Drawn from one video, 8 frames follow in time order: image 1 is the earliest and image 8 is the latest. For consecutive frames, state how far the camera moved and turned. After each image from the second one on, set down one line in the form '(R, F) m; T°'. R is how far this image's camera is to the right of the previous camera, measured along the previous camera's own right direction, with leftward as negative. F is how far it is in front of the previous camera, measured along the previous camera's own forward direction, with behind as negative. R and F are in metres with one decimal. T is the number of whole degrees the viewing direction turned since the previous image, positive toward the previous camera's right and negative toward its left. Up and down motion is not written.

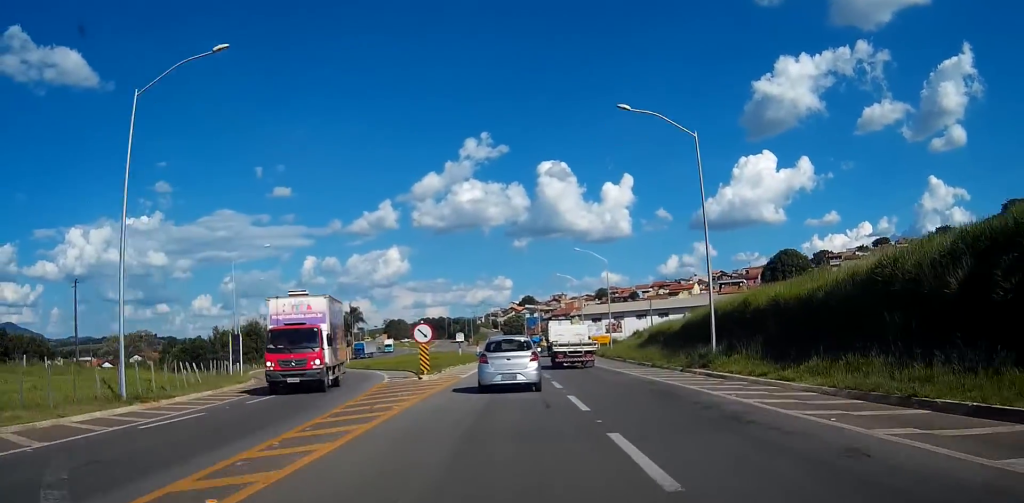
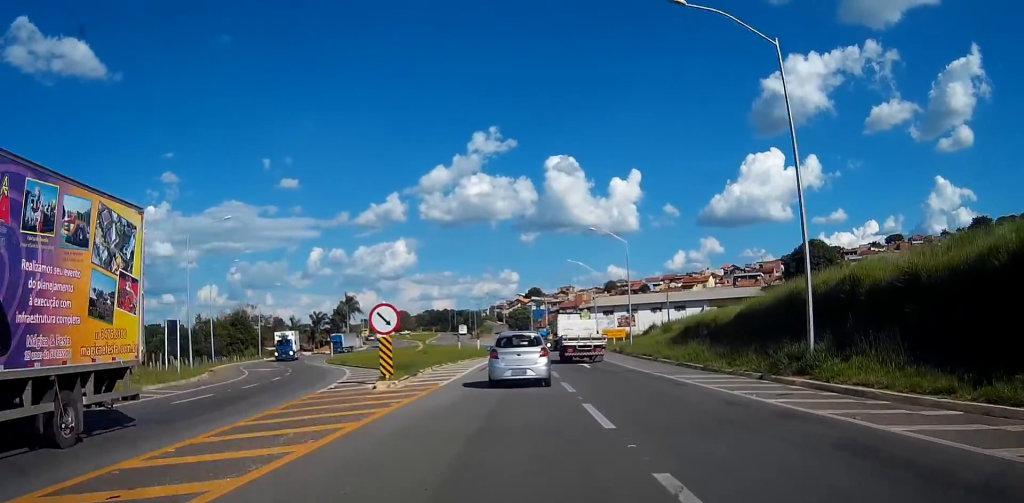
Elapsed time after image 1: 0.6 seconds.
(-0.1, +11.1) m; 0°
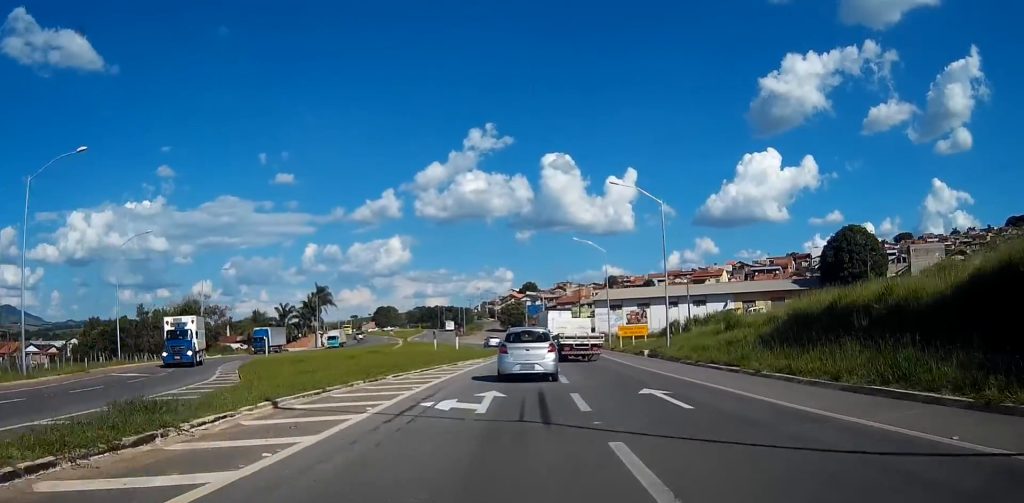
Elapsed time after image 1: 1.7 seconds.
(-0.1, +20.8) m; 0°
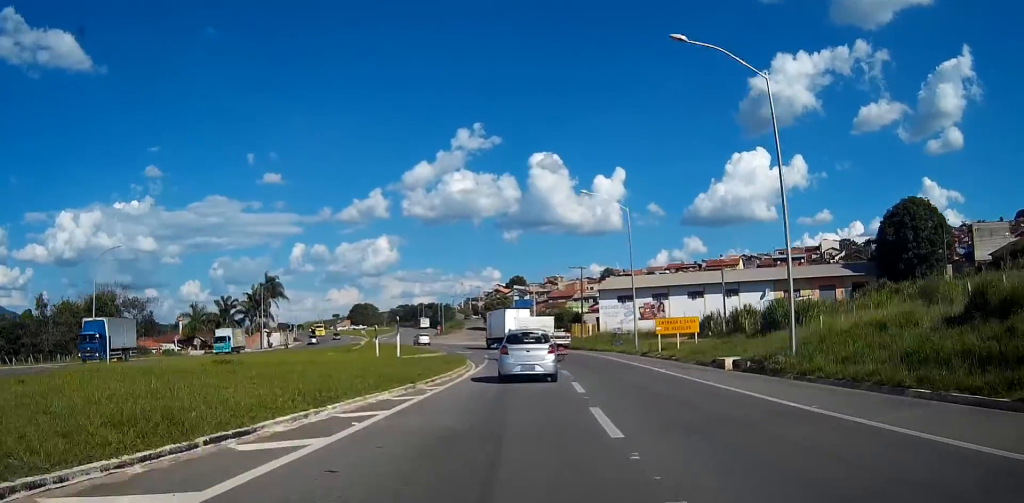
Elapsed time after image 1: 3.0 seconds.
(+0.1, +25.9) m; +1°
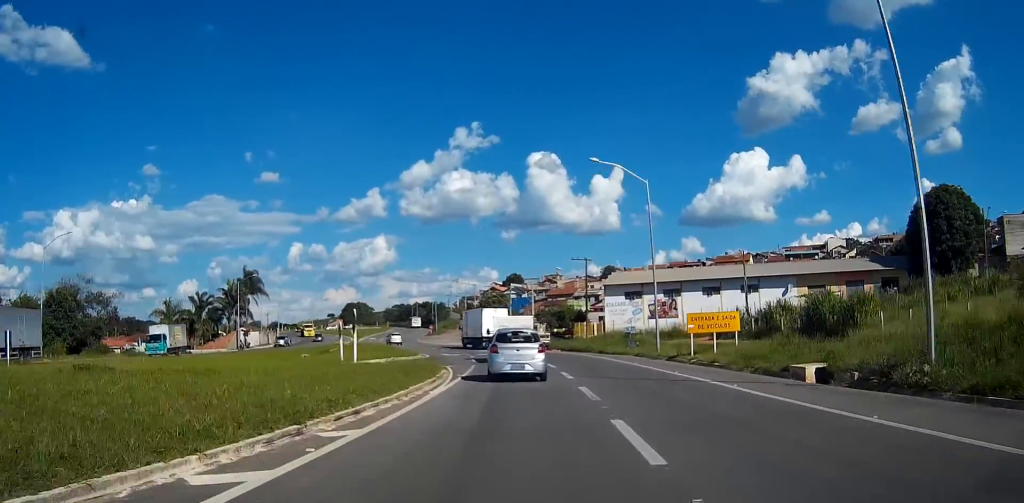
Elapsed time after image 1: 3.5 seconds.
(+0.1, +9.9) m; 0°
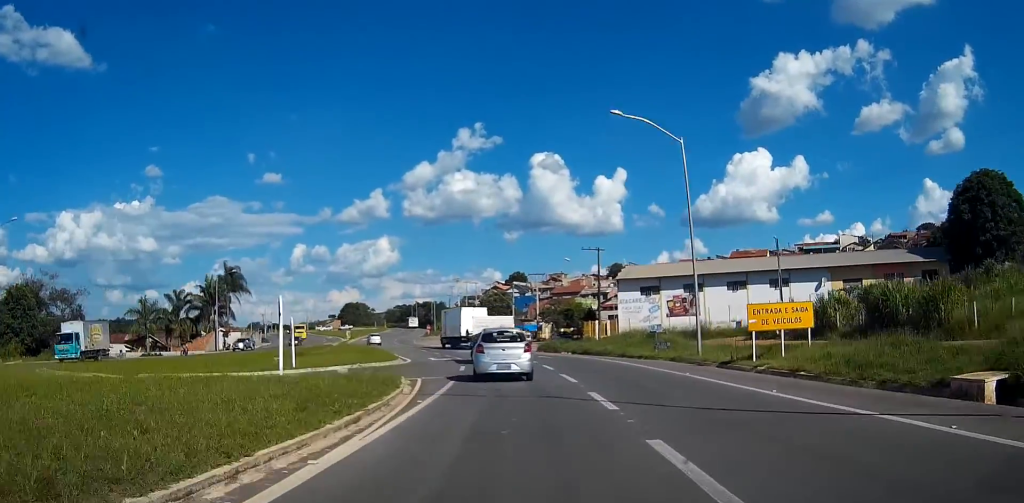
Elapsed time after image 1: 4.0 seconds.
(+0.1, +9.9) m; 0°
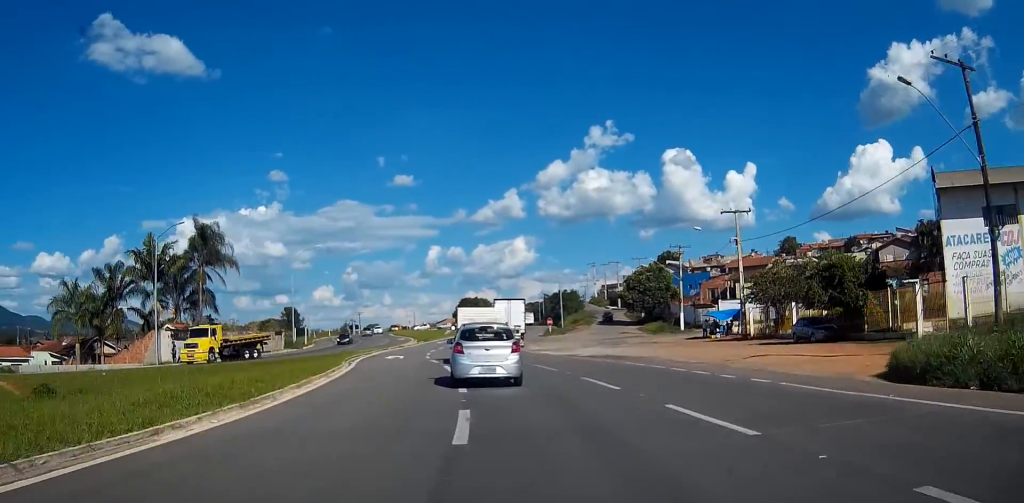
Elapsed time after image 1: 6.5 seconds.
(-3.5, +49.7) m; -9°
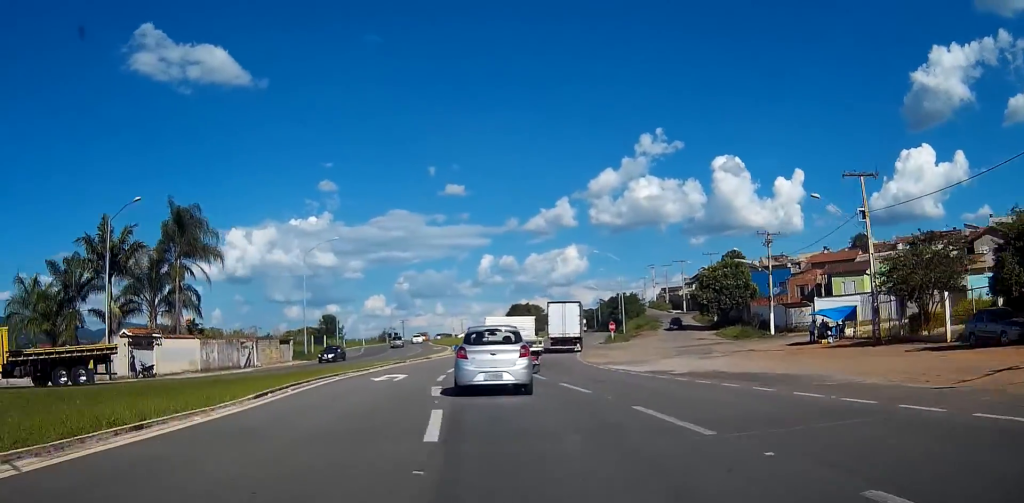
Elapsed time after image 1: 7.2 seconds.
(-0.5, +14.9) m; -3°
